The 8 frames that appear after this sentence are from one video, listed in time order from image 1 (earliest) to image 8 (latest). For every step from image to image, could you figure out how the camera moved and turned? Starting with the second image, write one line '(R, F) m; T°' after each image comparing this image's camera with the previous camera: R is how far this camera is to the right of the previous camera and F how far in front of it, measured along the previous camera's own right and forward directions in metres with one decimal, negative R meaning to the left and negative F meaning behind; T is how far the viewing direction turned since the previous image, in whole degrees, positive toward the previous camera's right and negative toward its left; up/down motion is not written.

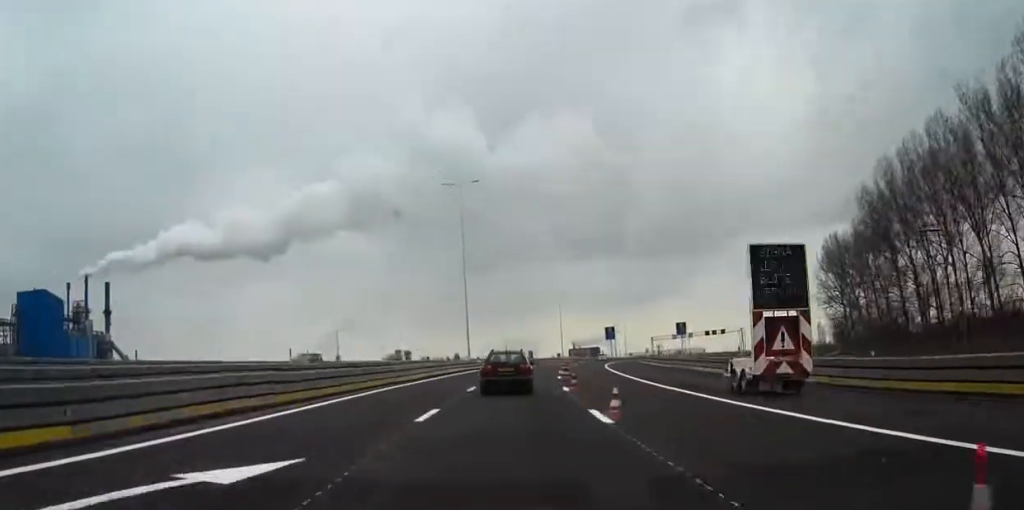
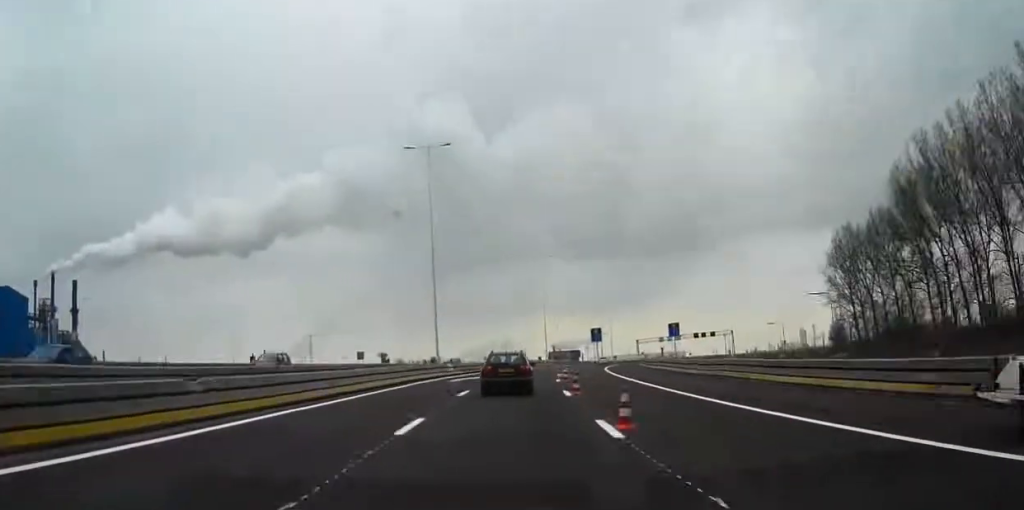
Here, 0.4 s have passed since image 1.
(0.0, +14.5) m; +2°
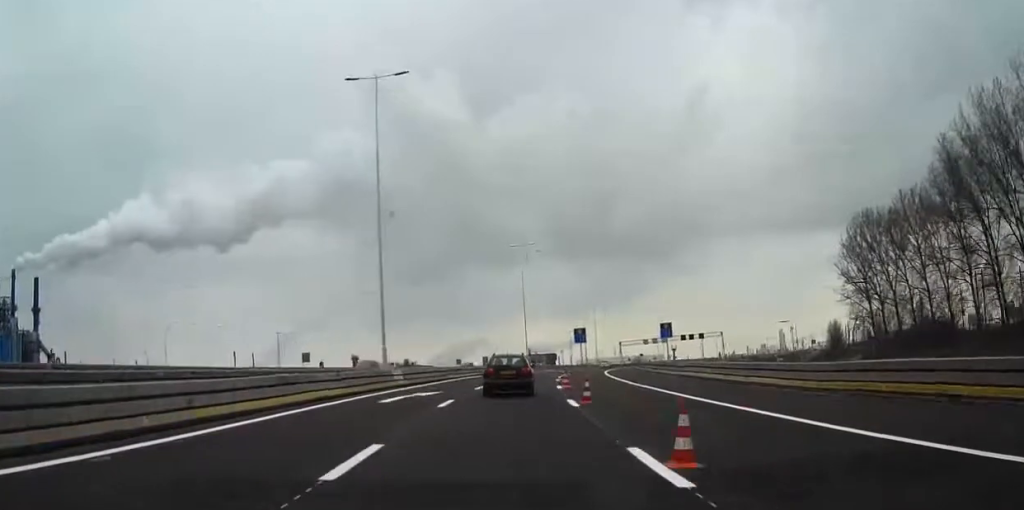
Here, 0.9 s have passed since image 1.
(+0.5, +17.0) m; +2°
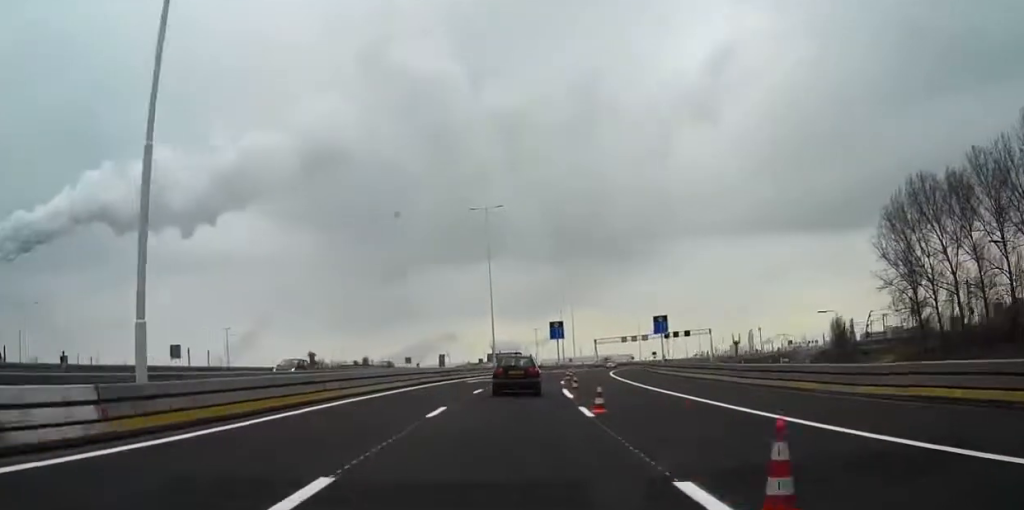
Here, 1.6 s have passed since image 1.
(+0.6, +27.9) m; +3°
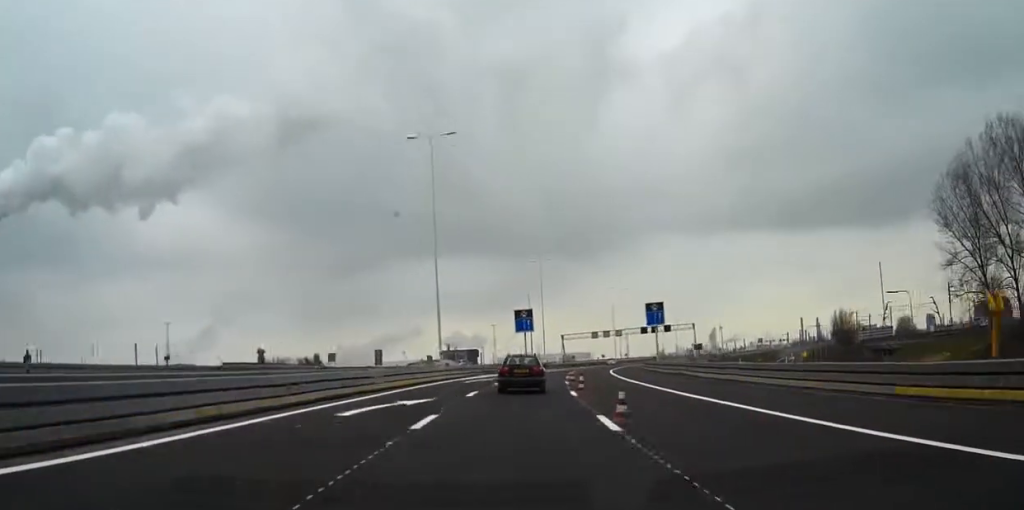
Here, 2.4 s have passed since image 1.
(+0.5, +27.8) m; +3°
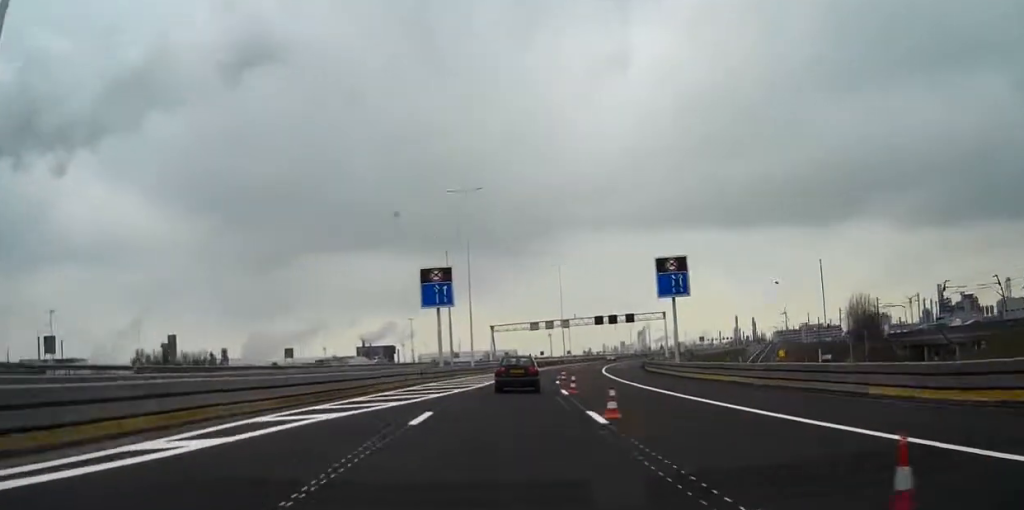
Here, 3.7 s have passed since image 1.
(+3.0, +48.4) m; +7°
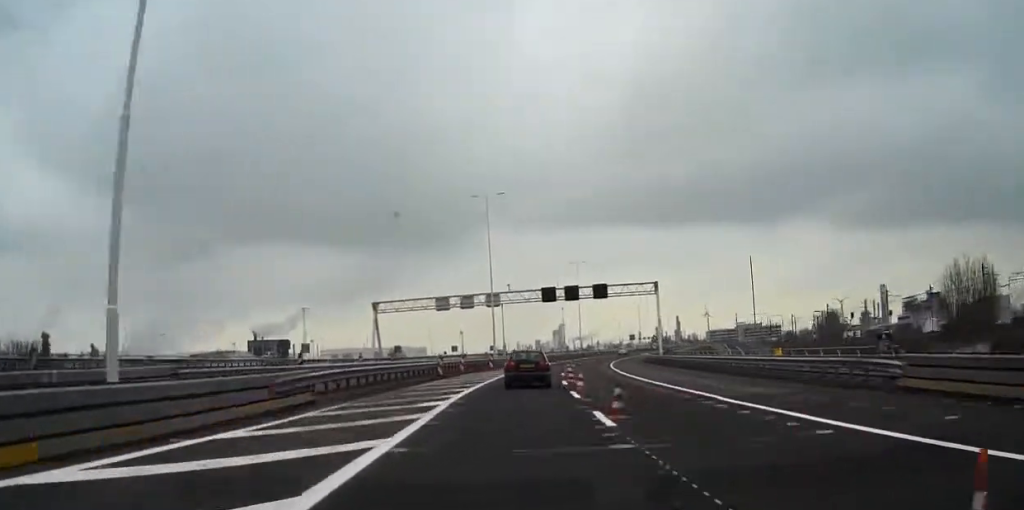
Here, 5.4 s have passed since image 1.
(+5.3, +62.6) m; +7°
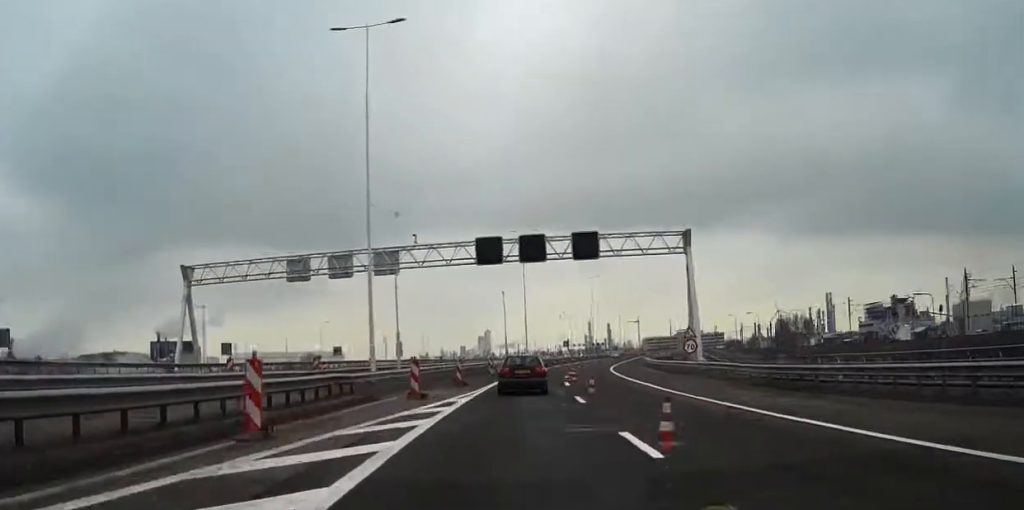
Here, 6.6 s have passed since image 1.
(+0.8, +45.1) m; +4°
